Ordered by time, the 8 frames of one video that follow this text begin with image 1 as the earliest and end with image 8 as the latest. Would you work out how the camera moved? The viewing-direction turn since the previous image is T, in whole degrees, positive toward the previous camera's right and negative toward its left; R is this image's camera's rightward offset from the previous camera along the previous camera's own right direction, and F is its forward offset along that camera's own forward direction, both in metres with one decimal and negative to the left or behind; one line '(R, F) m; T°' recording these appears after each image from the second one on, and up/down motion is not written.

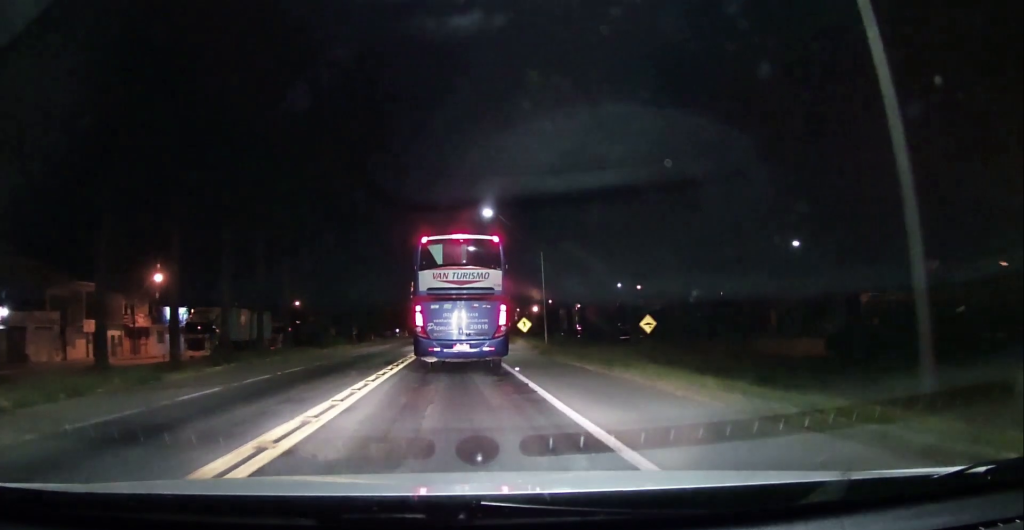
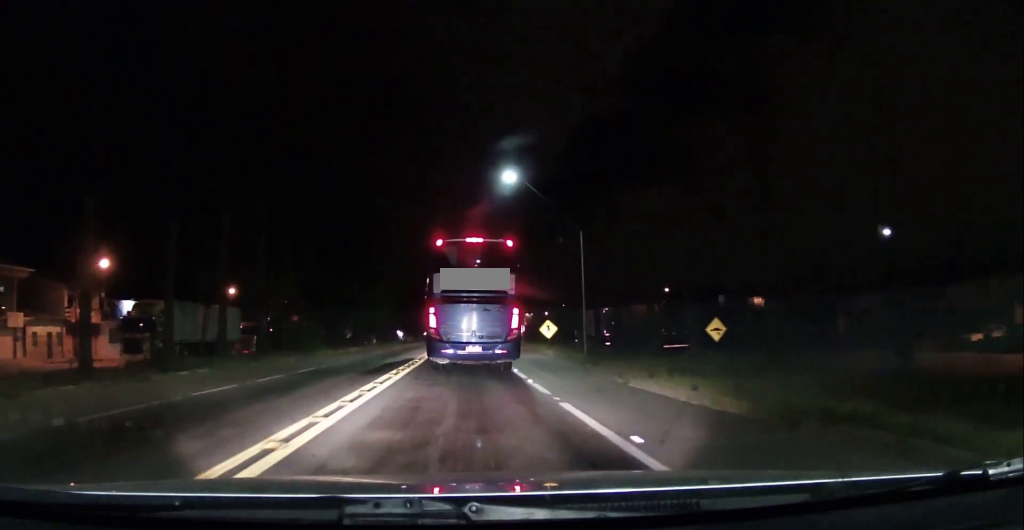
(+0.3, +11.8) m; +3°
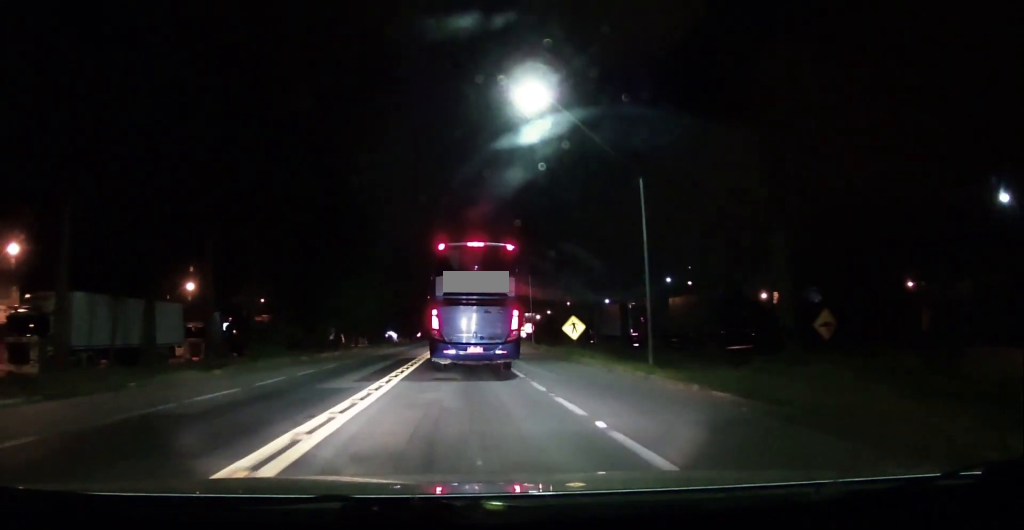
(-0.2, +12.1) m; -2°
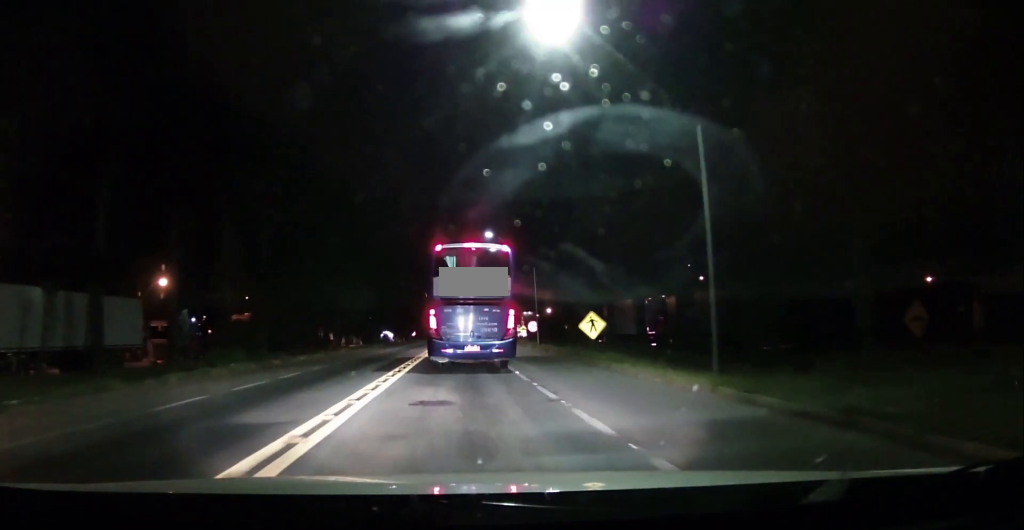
(-0.1, +6.1) m; -1°
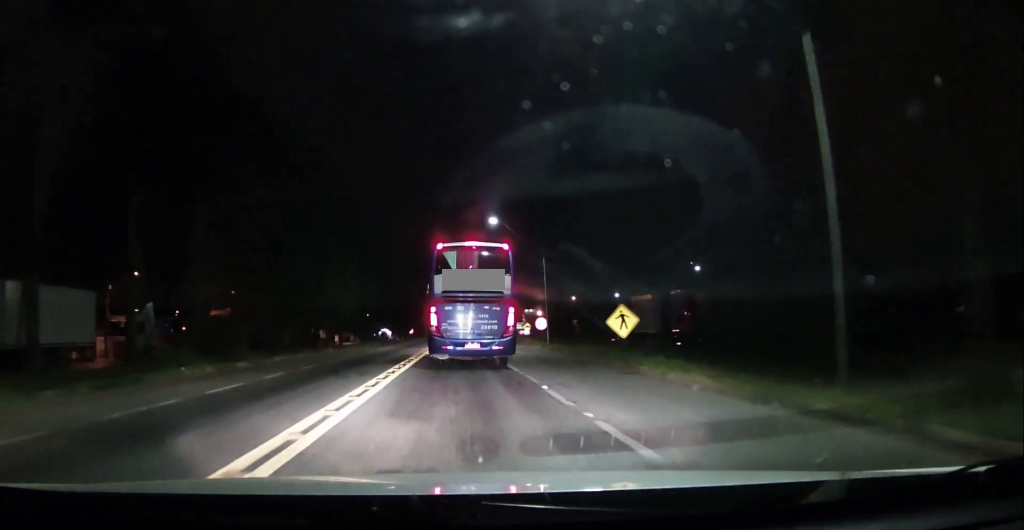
(0.0, +5.9) m; 0°
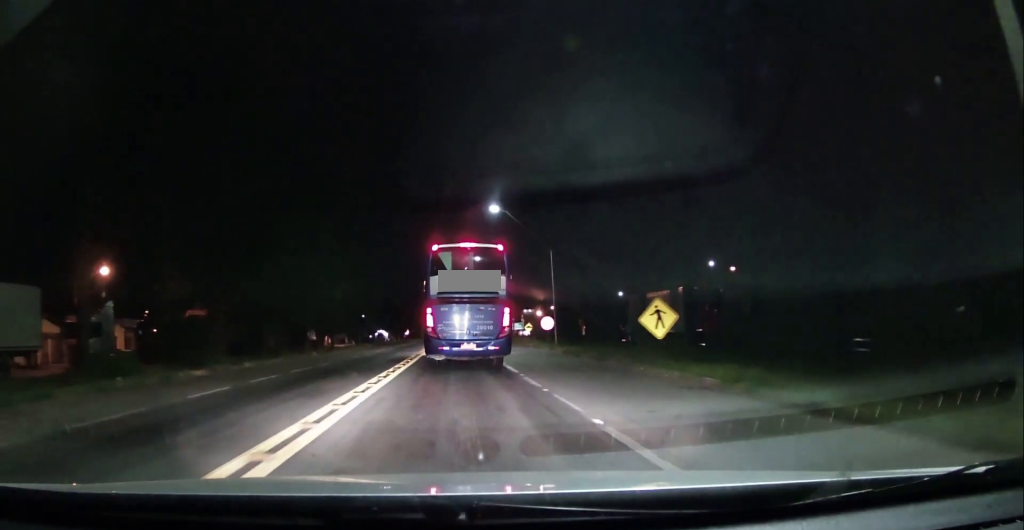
(0.0, +5.0) m; 0°
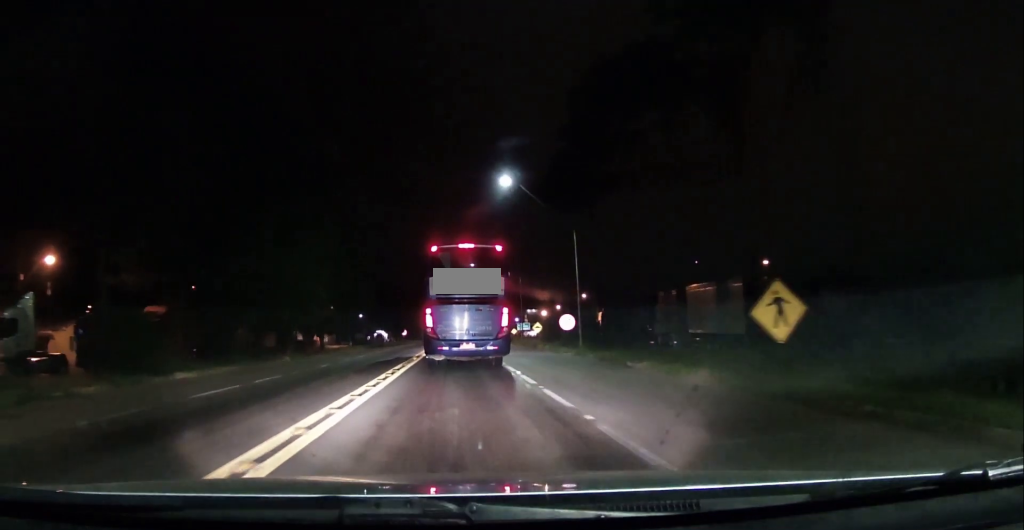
(+0.1, +8.3) m; 0°
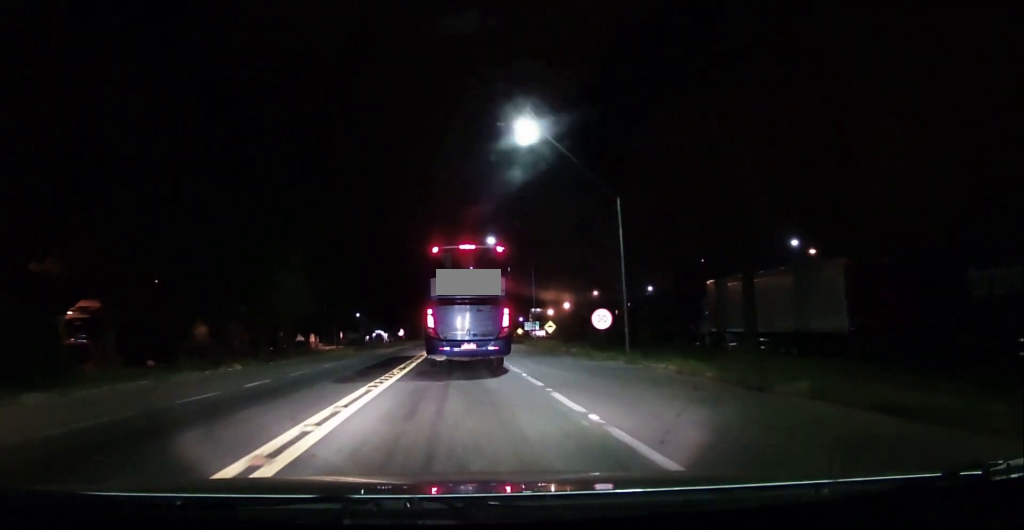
(0.0, +9.7) m; -1°
